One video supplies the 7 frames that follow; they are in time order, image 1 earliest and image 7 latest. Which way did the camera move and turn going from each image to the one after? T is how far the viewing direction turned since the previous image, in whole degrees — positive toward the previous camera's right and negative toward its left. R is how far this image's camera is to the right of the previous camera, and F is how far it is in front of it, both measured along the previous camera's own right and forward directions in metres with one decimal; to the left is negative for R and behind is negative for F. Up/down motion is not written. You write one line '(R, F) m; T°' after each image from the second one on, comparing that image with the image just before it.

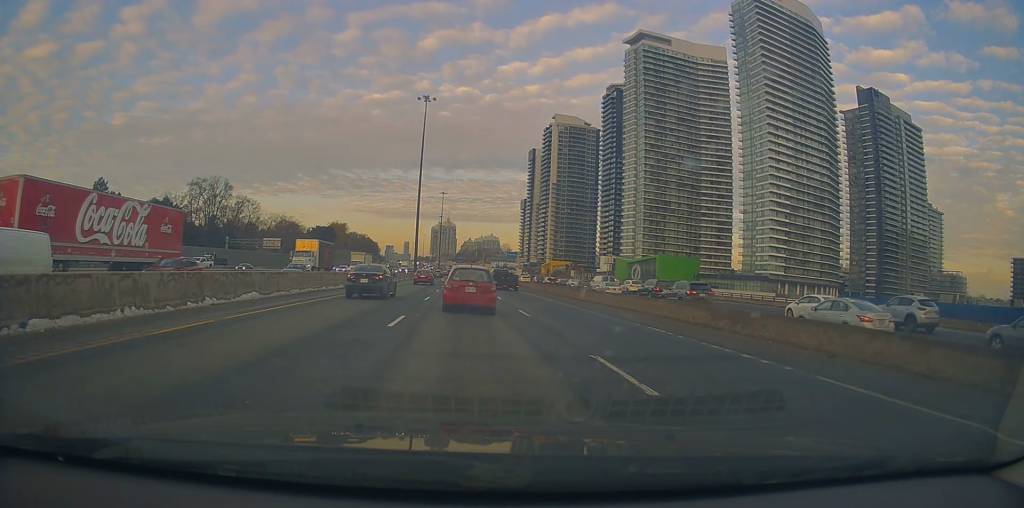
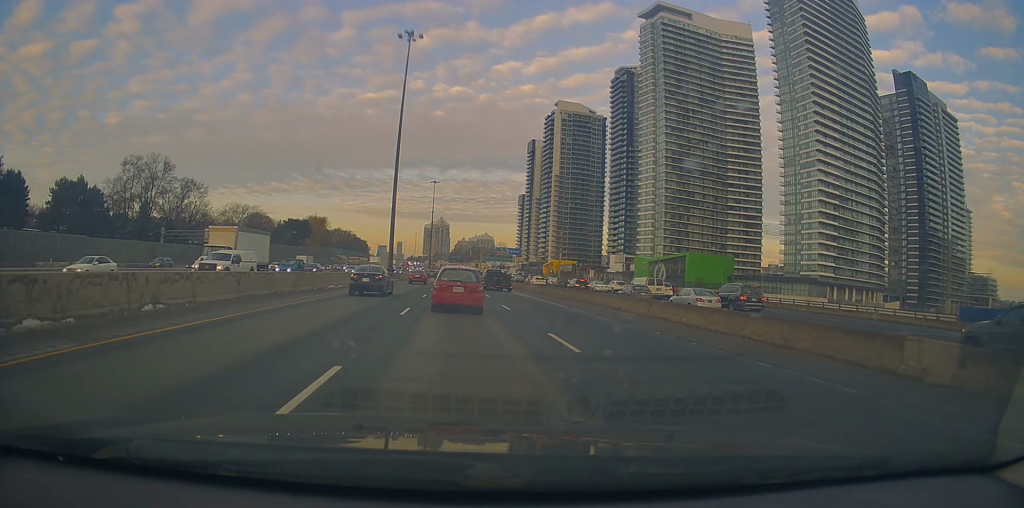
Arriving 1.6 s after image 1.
(-0.1, +33.2) m; +1°
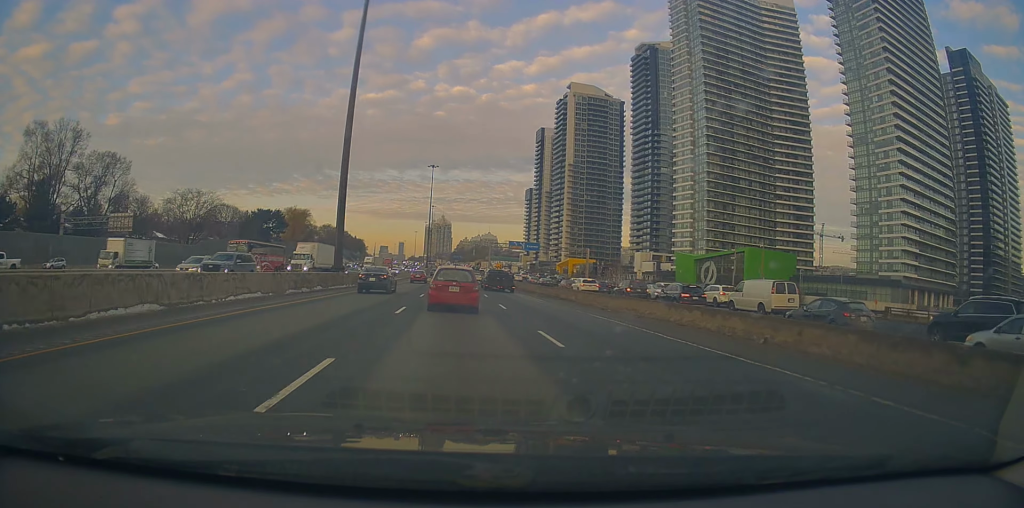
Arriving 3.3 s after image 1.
(+1.1, +35.0) m; +1°
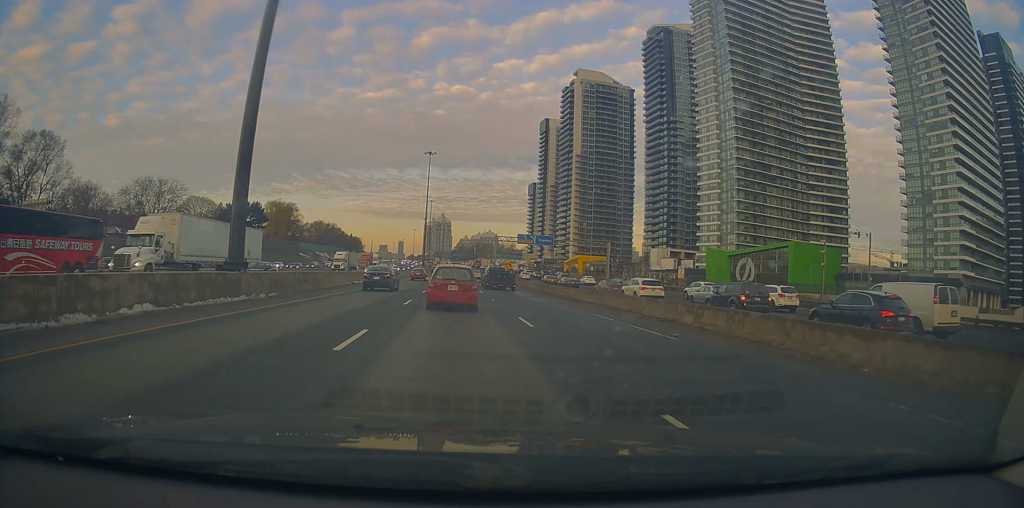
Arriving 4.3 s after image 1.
(-0.2, +19.9) m; -1°
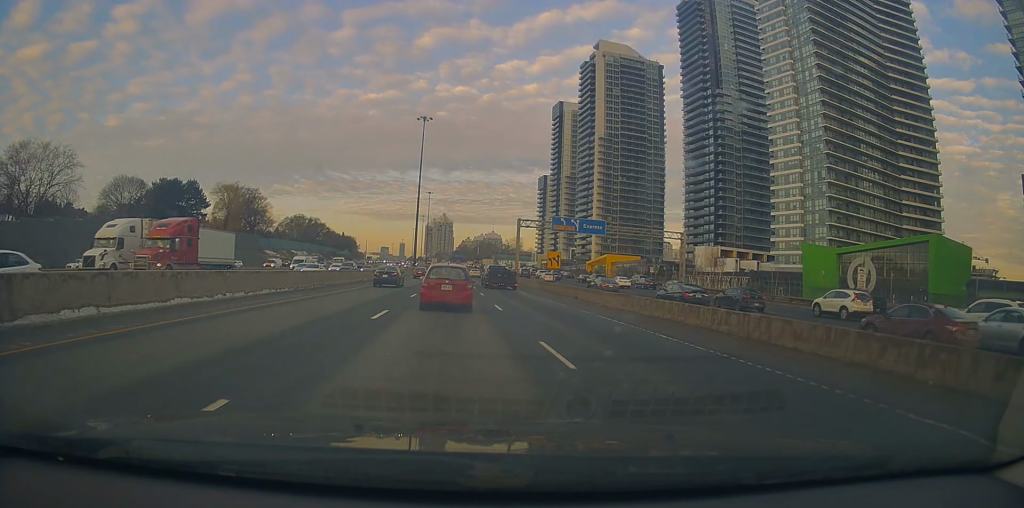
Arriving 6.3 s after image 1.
(-0.4, +42.2) m; 0°
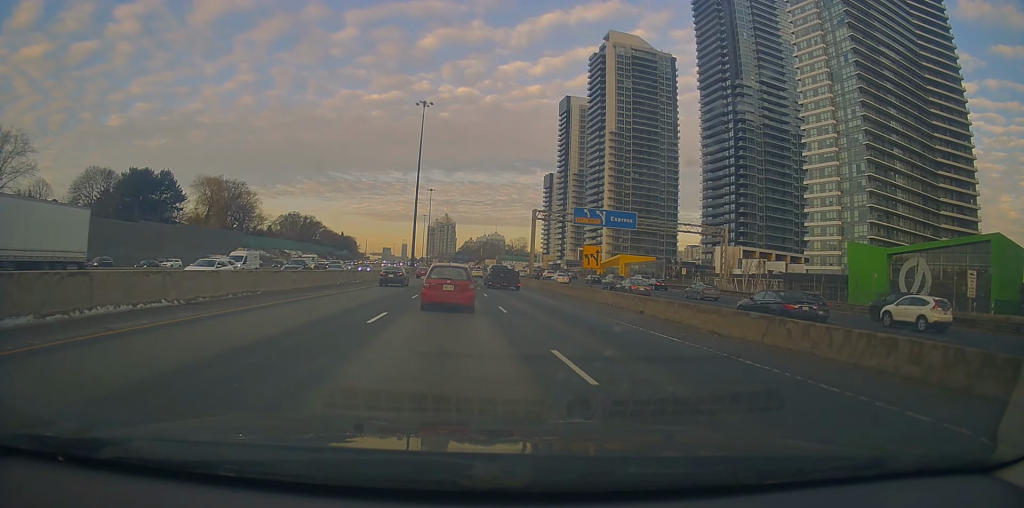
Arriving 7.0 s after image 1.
(+0.1, +13.1) m; +1°
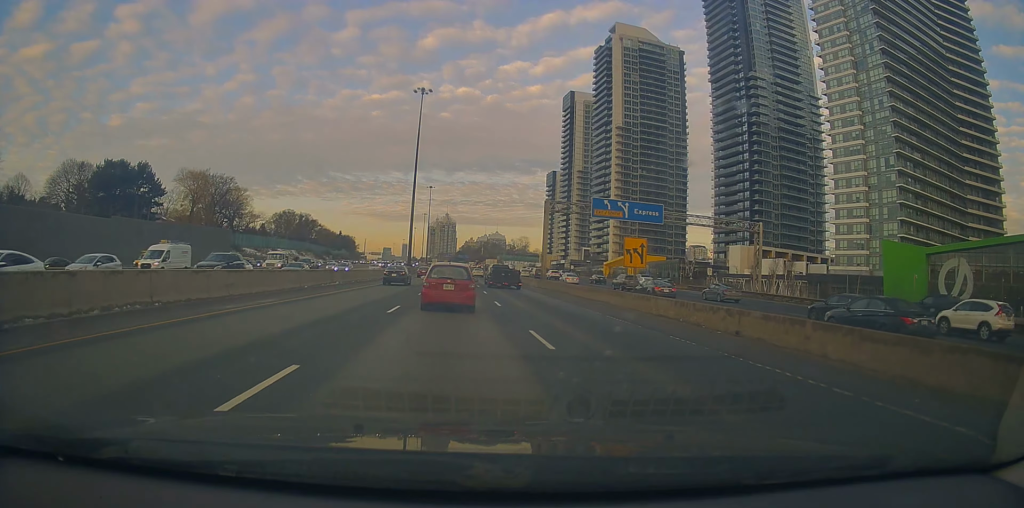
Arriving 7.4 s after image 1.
(0.0, +8.9) m; 0°
